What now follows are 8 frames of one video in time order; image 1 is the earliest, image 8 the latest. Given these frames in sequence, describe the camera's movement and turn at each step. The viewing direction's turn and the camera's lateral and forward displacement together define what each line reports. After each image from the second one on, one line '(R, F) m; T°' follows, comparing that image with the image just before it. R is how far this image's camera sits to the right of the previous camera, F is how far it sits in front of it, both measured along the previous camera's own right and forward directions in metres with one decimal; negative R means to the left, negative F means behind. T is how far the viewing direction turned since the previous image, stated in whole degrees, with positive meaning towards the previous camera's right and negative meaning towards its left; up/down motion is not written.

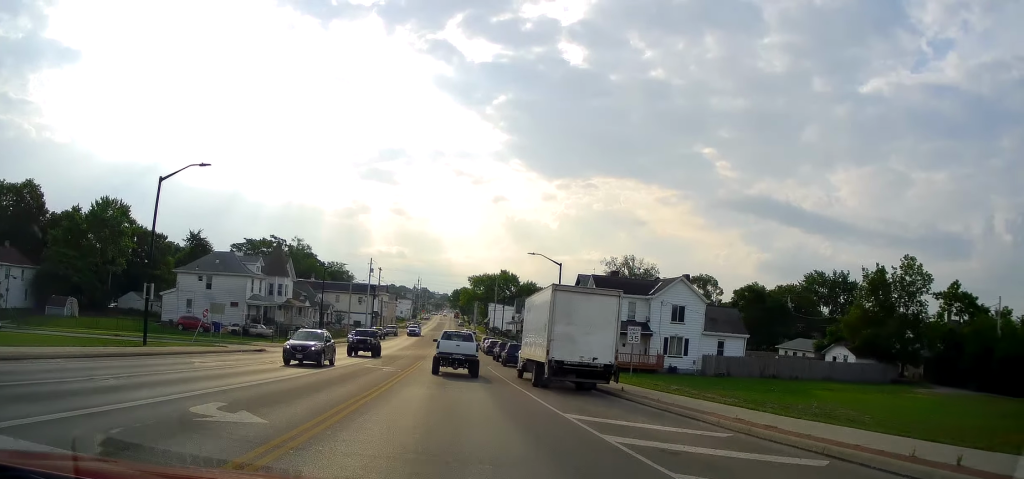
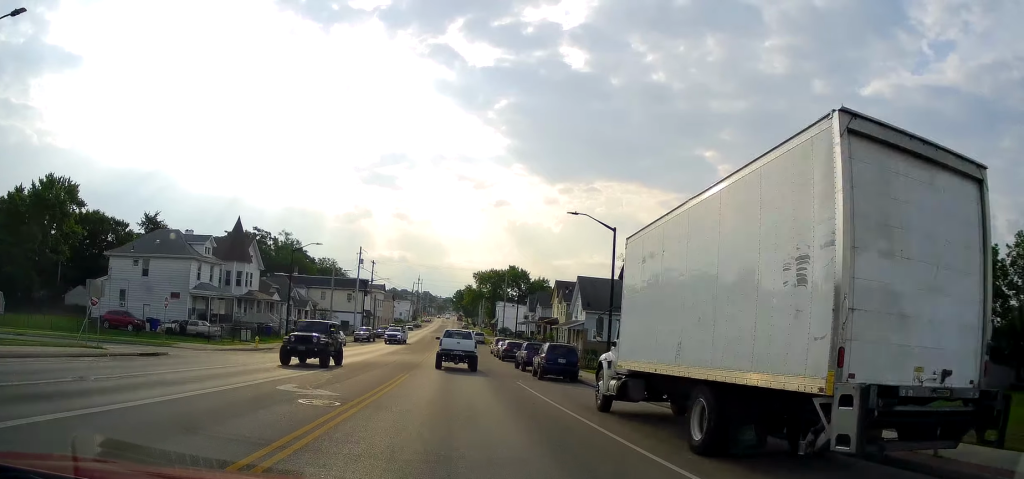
(+0.1, +15.1) m; 0°
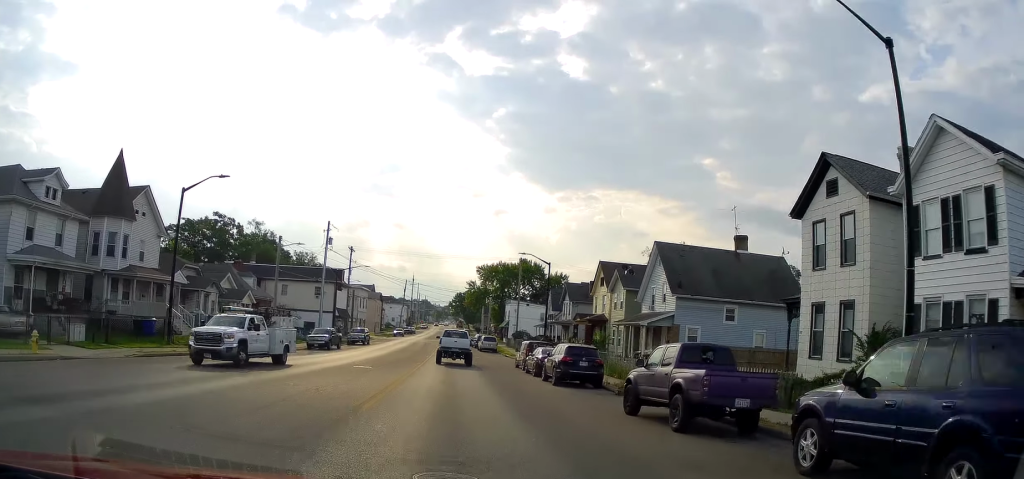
(-0.1, +23.7) m; +1°
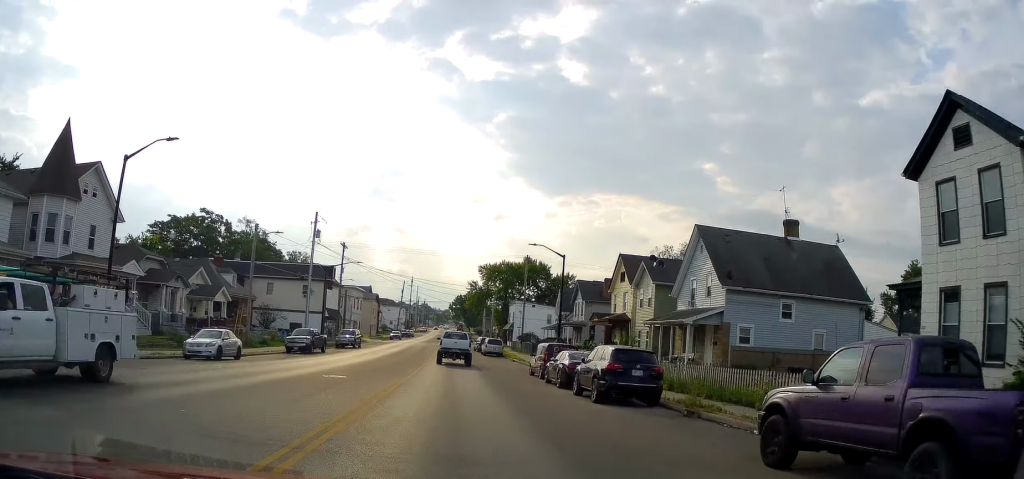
(+0.1, +6.7) m; 0°
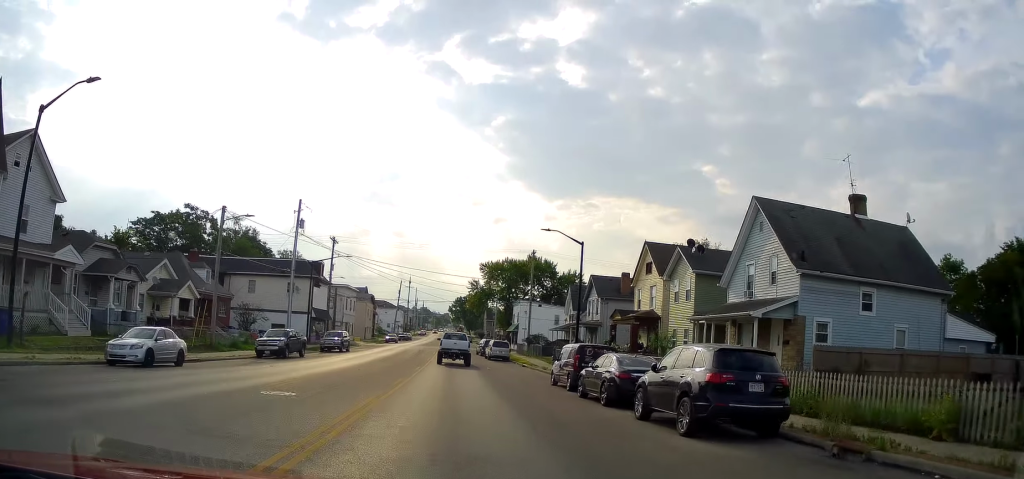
(+0.3, +6.8) m; -1°
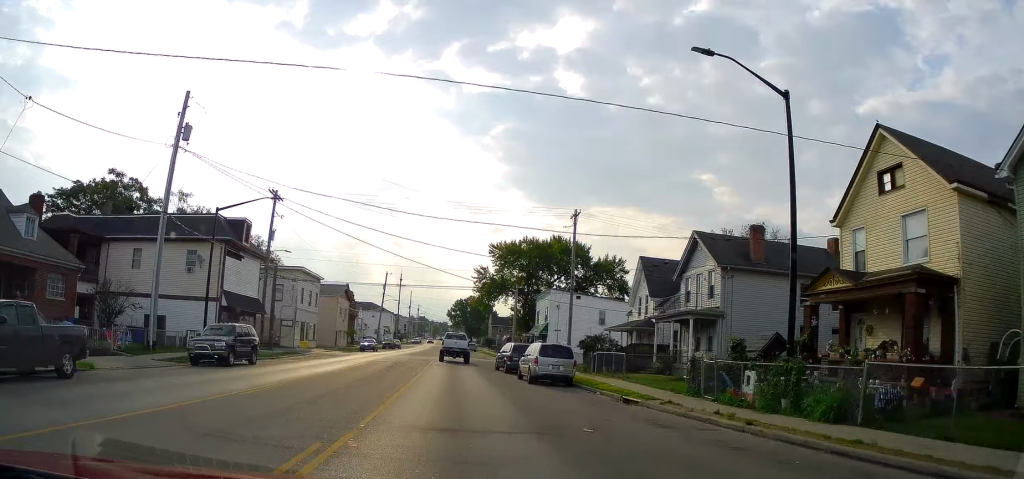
(-0.7, +26.3) m; 0°
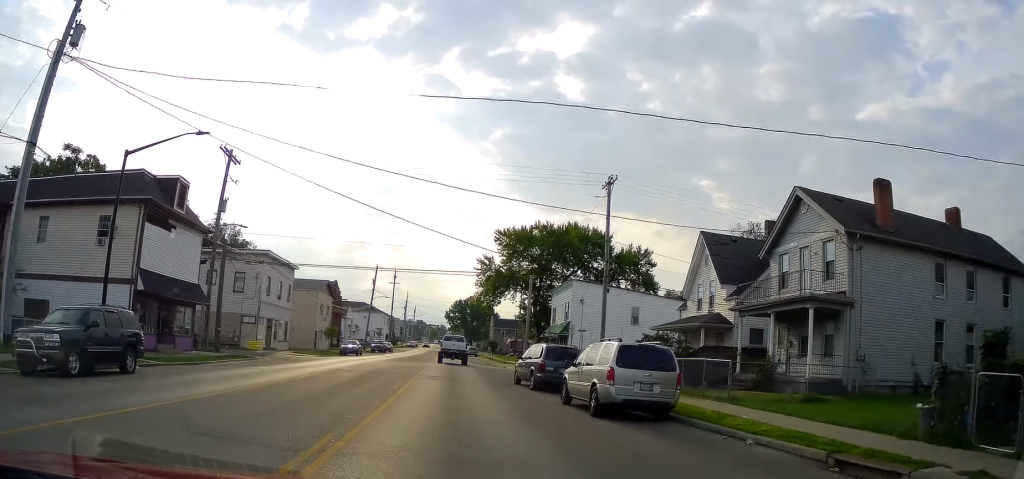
(+0.4, +11.6) m; +1°
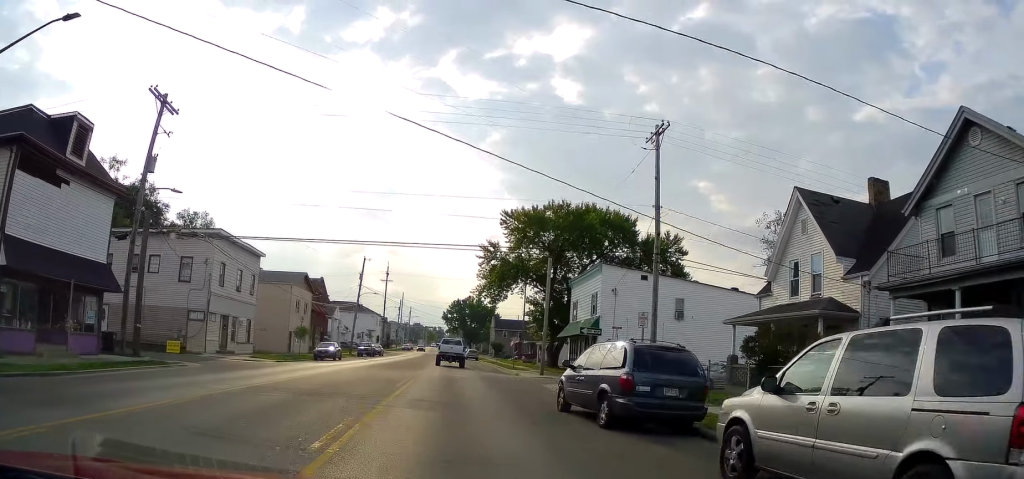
(-0.3, +10.7) m; -1°
